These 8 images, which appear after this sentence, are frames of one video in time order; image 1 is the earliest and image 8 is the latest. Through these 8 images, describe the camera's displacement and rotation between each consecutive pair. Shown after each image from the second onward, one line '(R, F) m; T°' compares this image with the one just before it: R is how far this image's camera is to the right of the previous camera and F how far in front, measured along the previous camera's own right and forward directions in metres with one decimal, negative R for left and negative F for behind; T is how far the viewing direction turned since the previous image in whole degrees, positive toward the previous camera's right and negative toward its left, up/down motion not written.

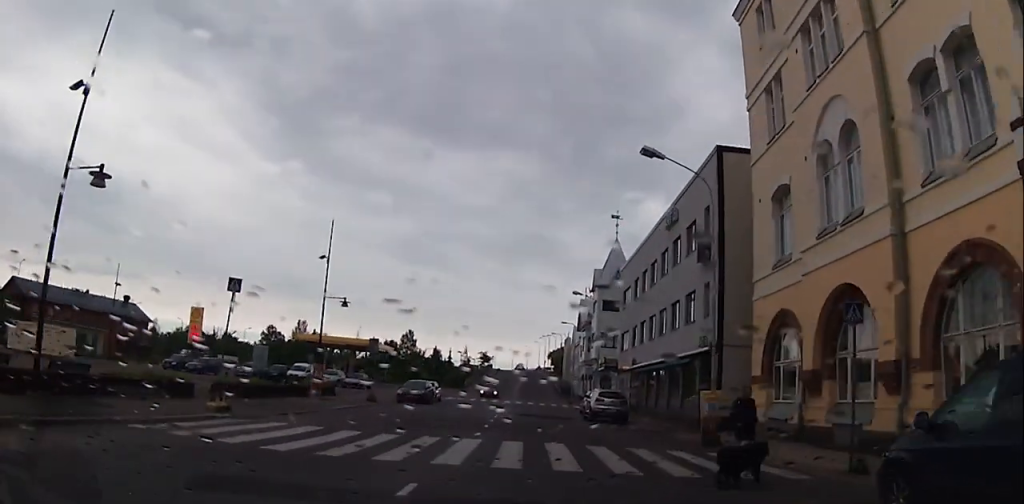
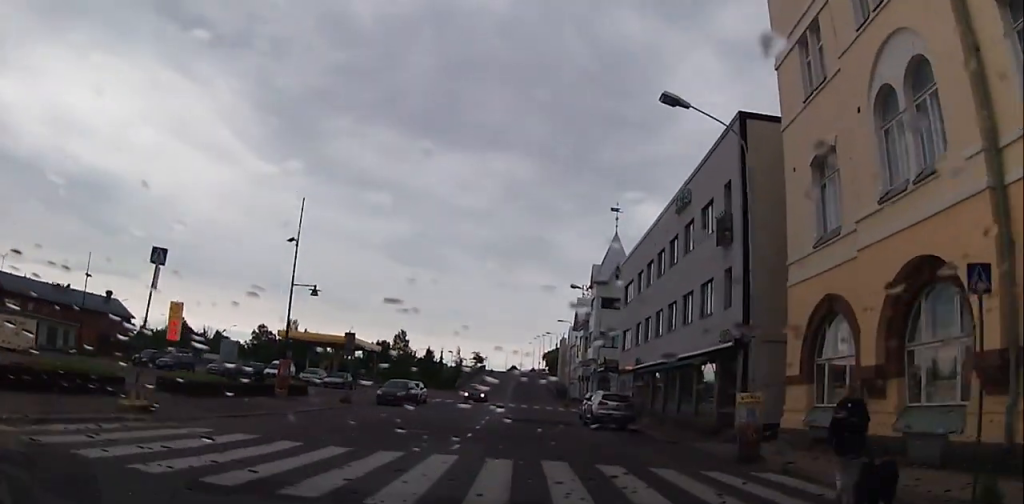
(+0.1, +3.7) m; +1°
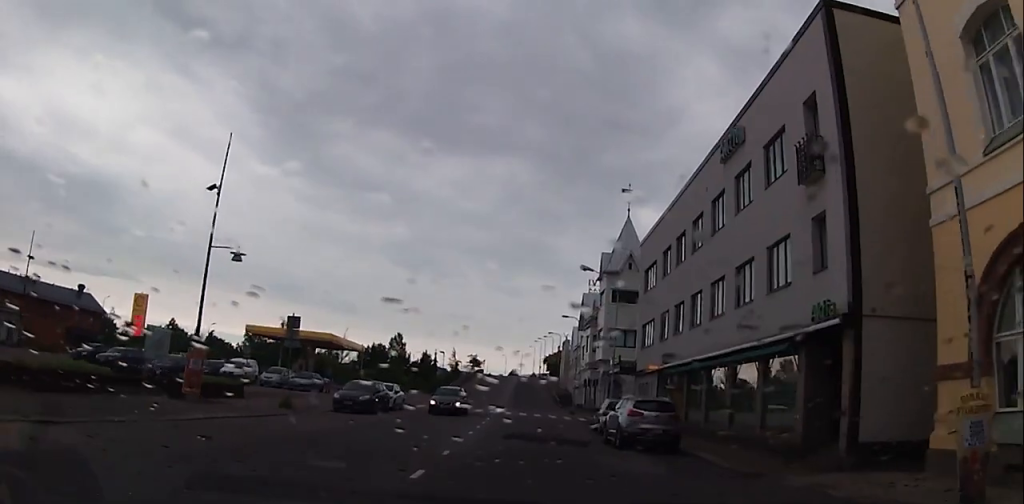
(0.0, +7.9) m; -1°
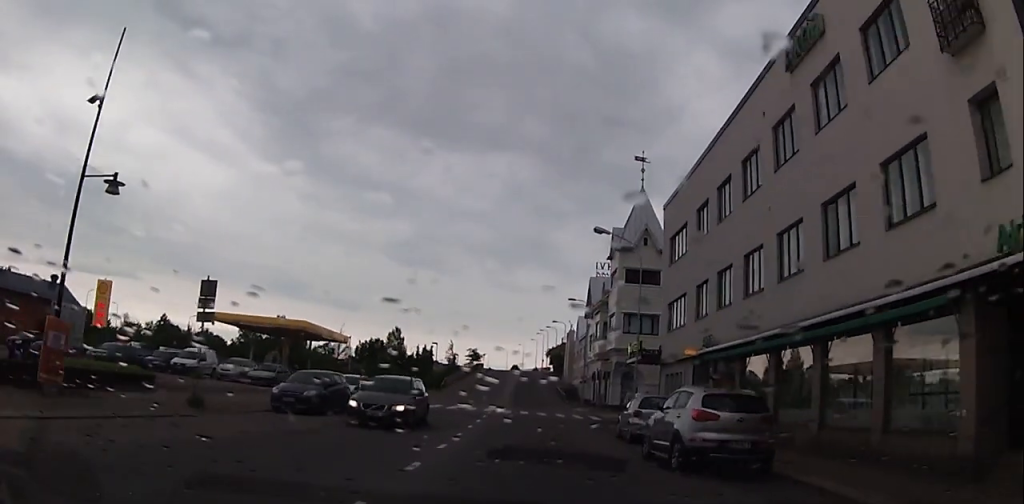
(-0.1, +7.0) m; +1°
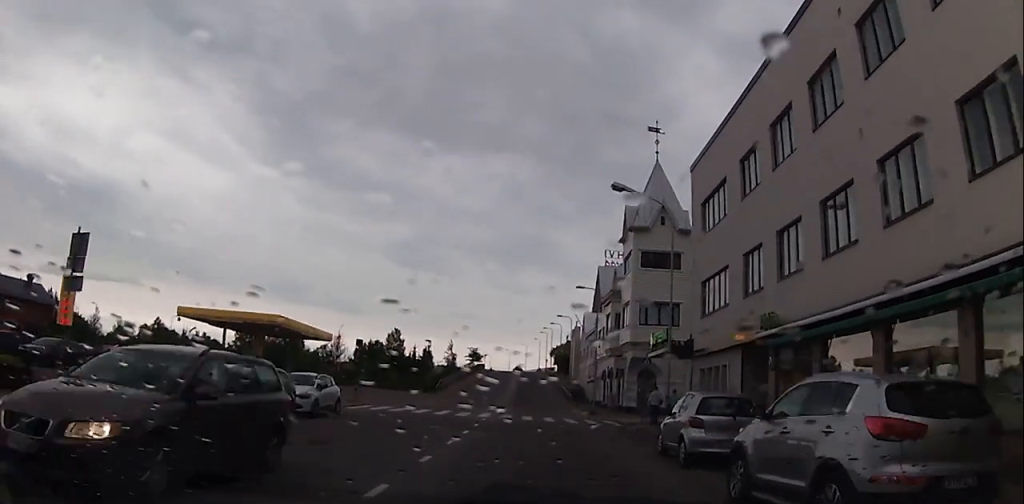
(+0.2, +6.2) m; 0°
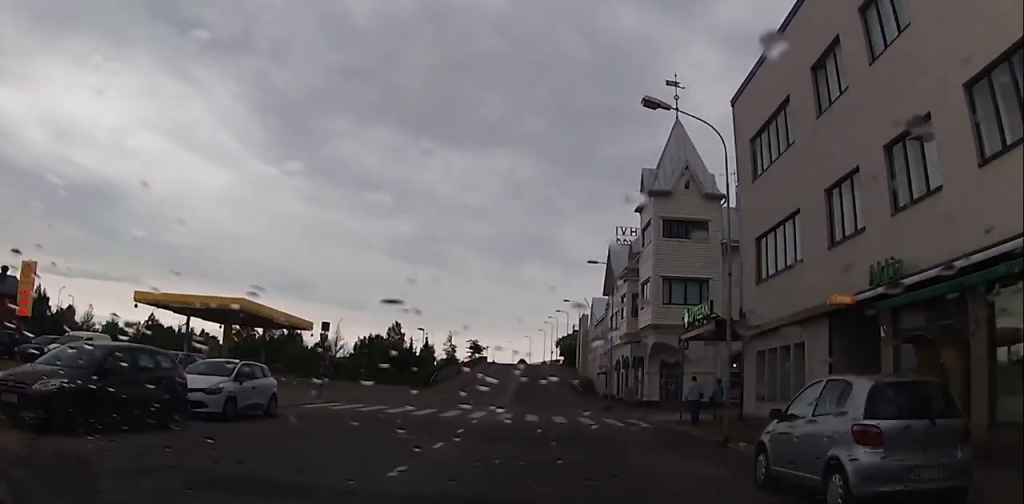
(0.0, +6.6) m; 0°
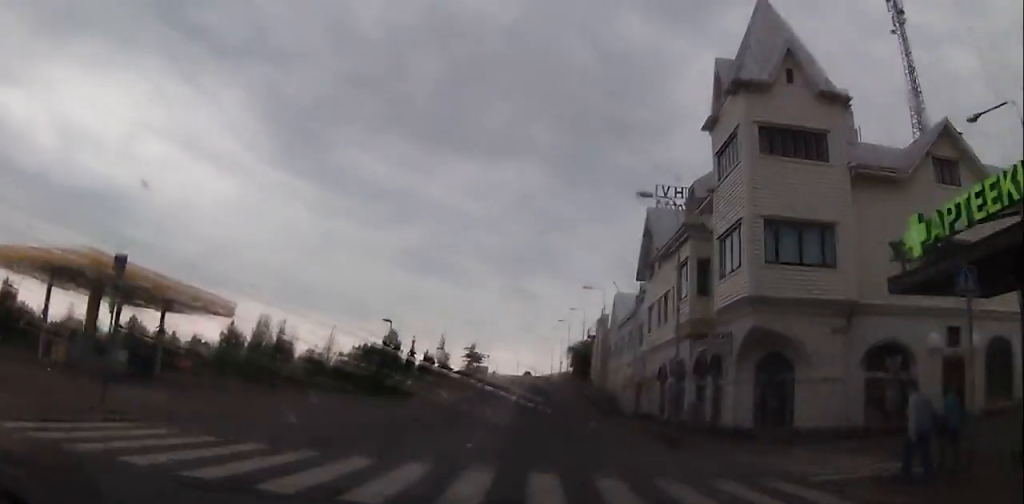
(-0.2, +16.3) m; -1°
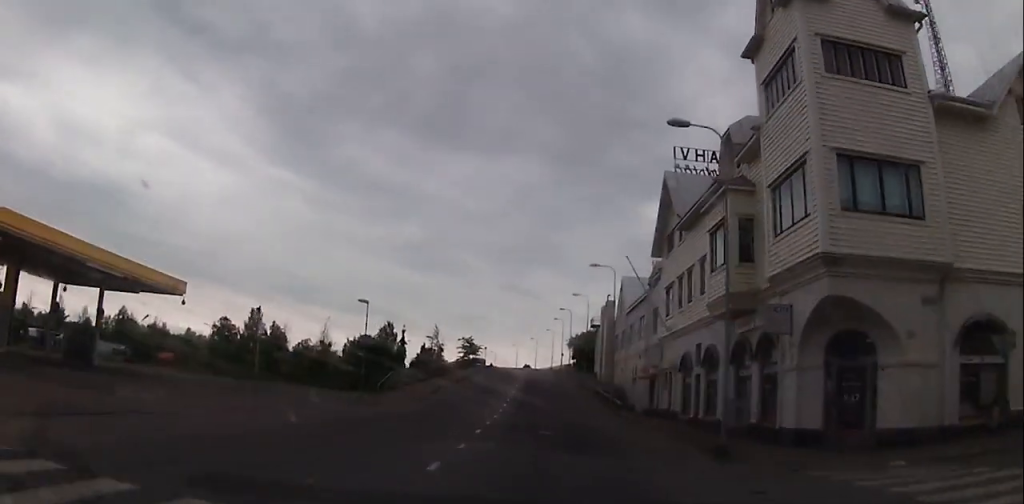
(0.0, +6.0) m; 0°
